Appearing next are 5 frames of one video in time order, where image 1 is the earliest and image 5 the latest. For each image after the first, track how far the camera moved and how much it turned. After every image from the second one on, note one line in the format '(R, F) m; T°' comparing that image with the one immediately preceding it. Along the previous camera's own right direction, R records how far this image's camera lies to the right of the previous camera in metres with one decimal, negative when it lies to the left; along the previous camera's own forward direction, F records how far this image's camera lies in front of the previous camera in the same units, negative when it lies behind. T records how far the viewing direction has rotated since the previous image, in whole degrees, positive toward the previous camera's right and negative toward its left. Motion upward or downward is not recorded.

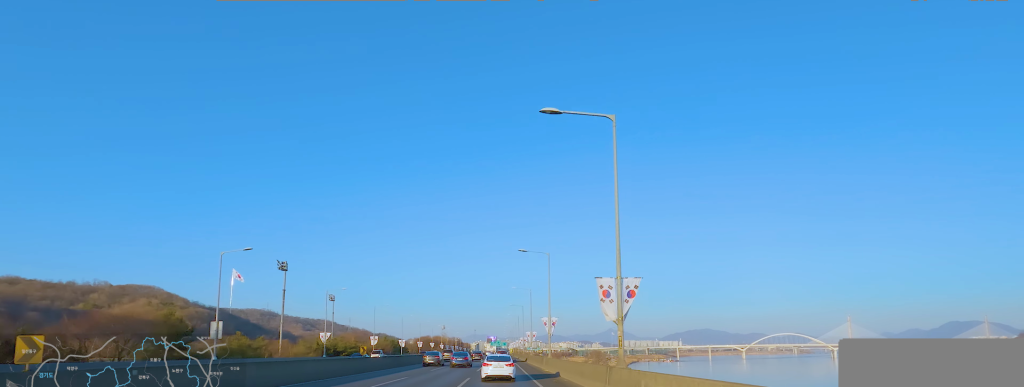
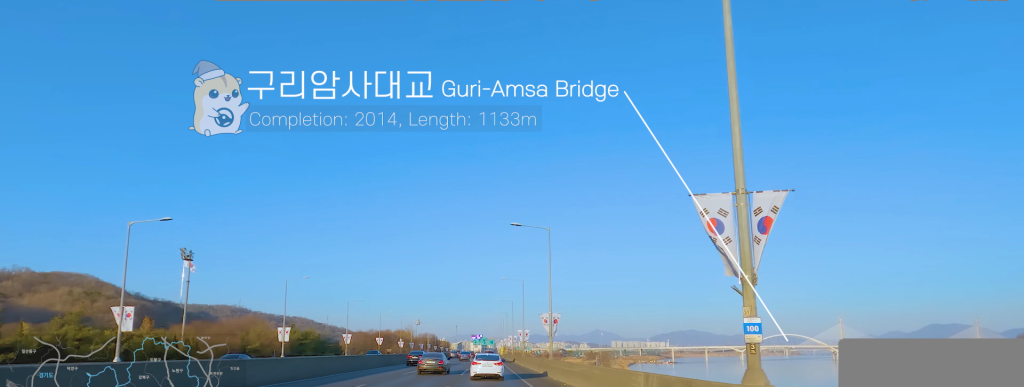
(+3.3, +70.2) m; +4°
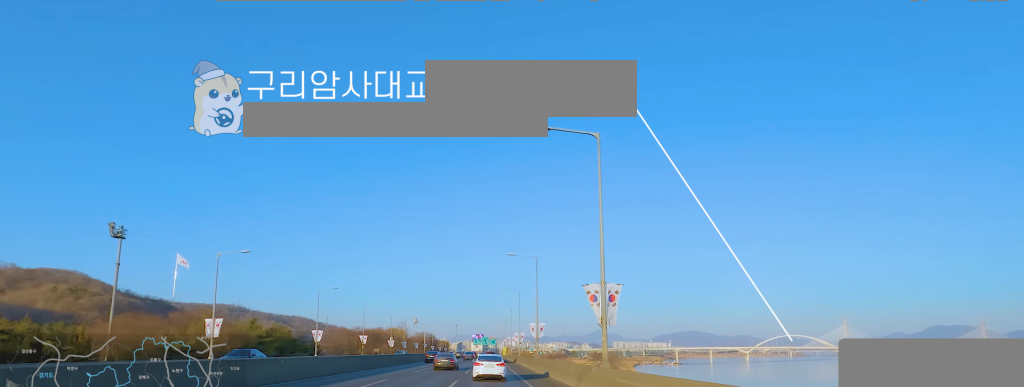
(0.0, +16.1) m; -2°
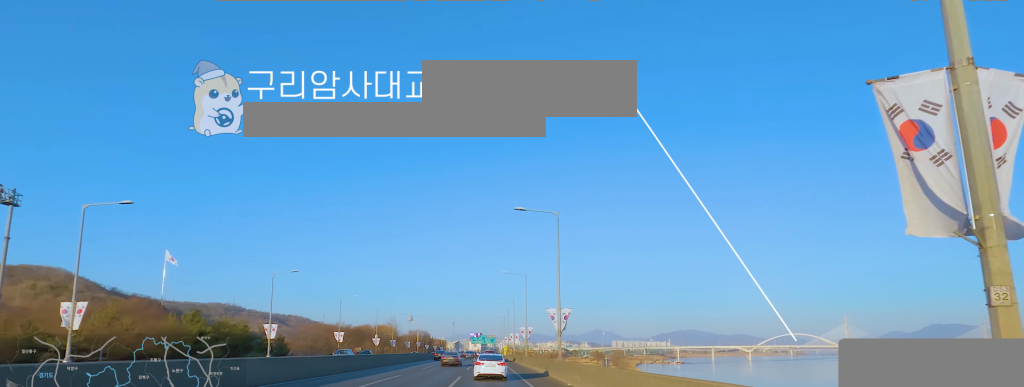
(-0.6, +15.4) m; 0°
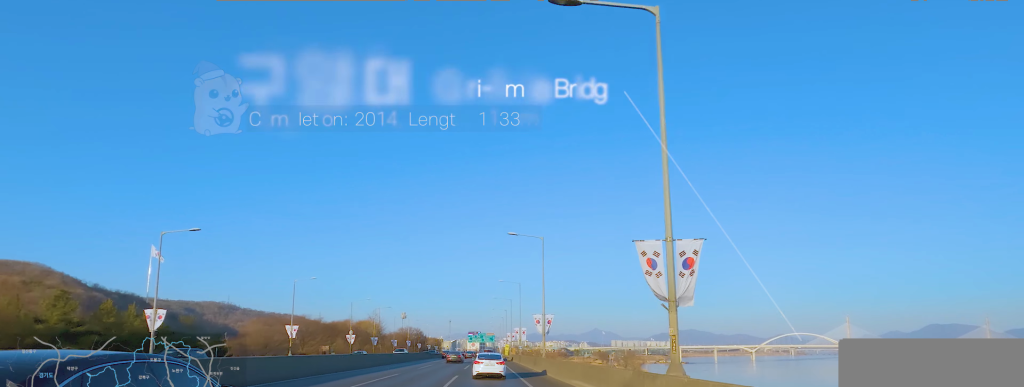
(+0.4, +20.8) m; -2°
